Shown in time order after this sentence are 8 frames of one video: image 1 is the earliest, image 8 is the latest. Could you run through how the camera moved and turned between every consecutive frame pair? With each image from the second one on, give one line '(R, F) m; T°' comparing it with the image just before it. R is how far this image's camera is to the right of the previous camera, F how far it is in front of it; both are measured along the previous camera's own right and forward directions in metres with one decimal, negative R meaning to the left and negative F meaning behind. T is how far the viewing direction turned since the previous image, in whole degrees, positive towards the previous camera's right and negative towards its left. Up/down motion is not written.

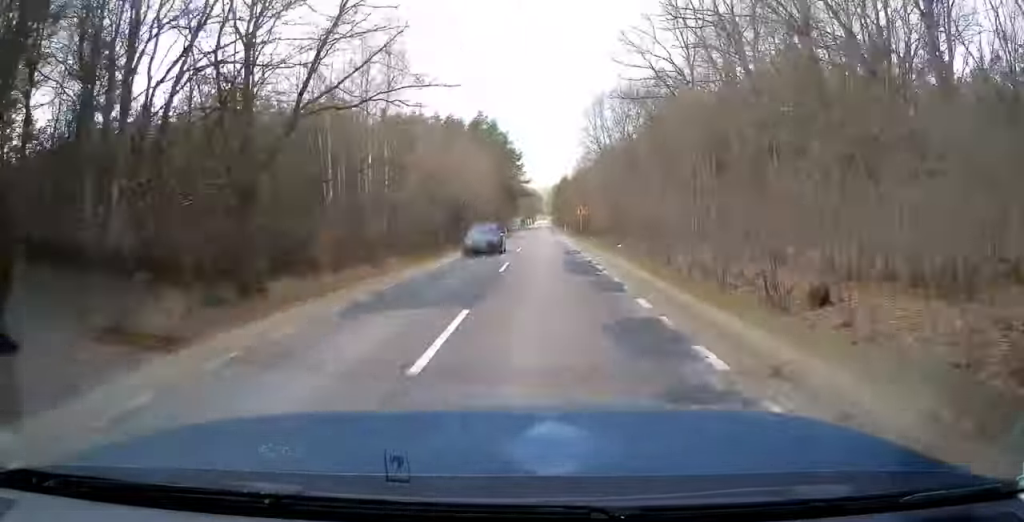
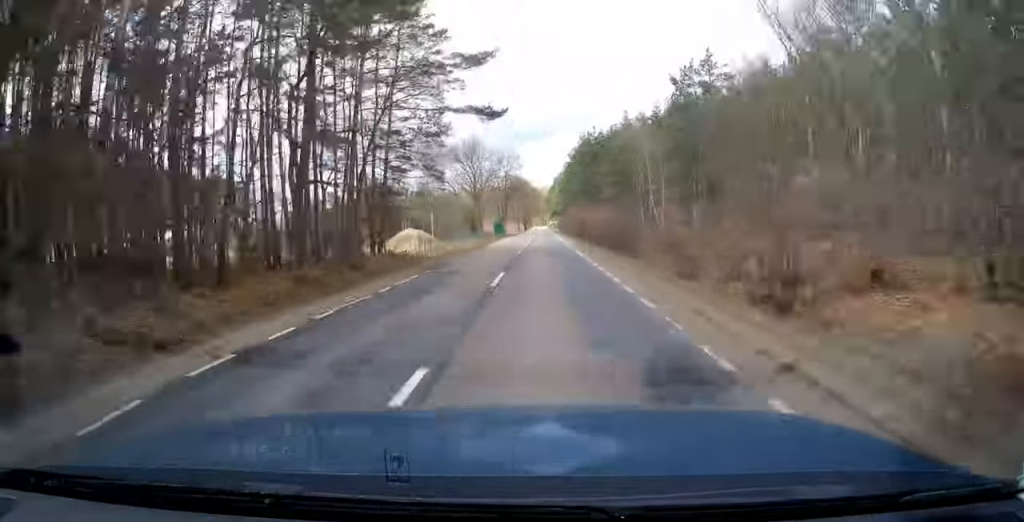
(-0.5, +110.2) m; -1°
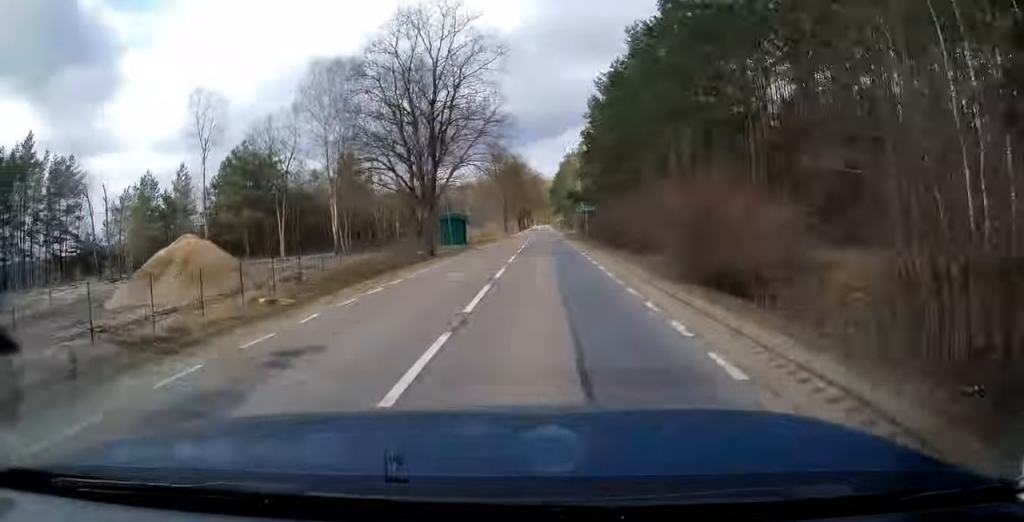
(-0.5, +57.4) m; 0°
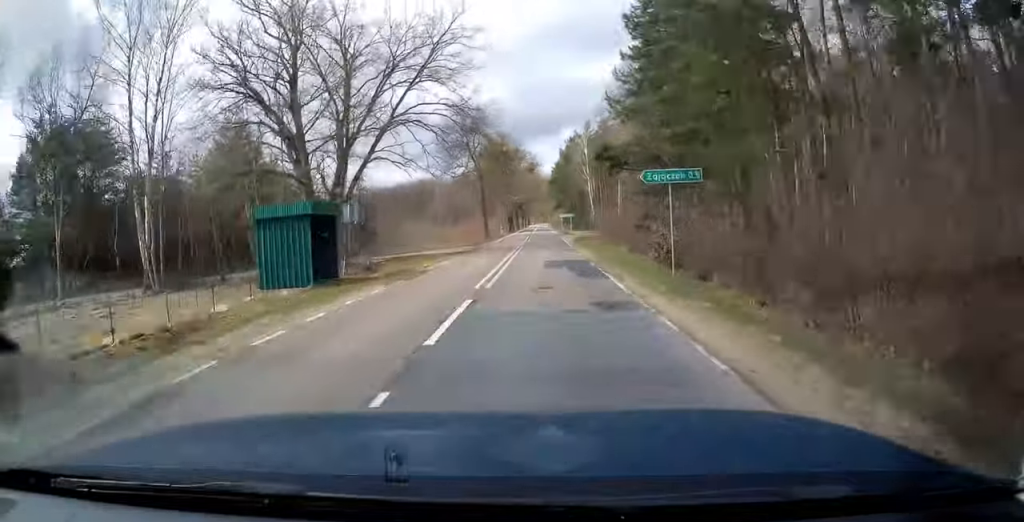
(+0.1, +32.3) m; 0°
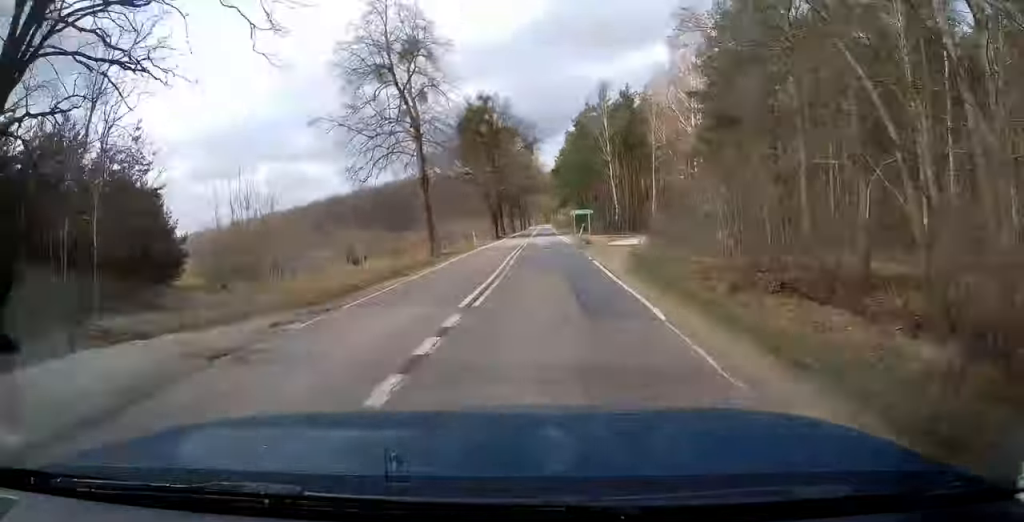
(0.0, +31.9) m; 0°
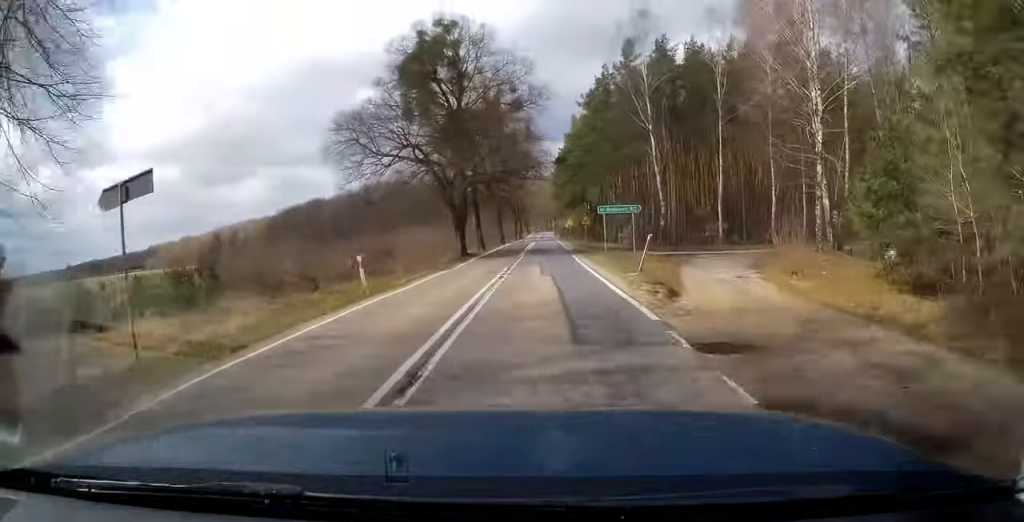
(0.0, +28.2) m; 0°
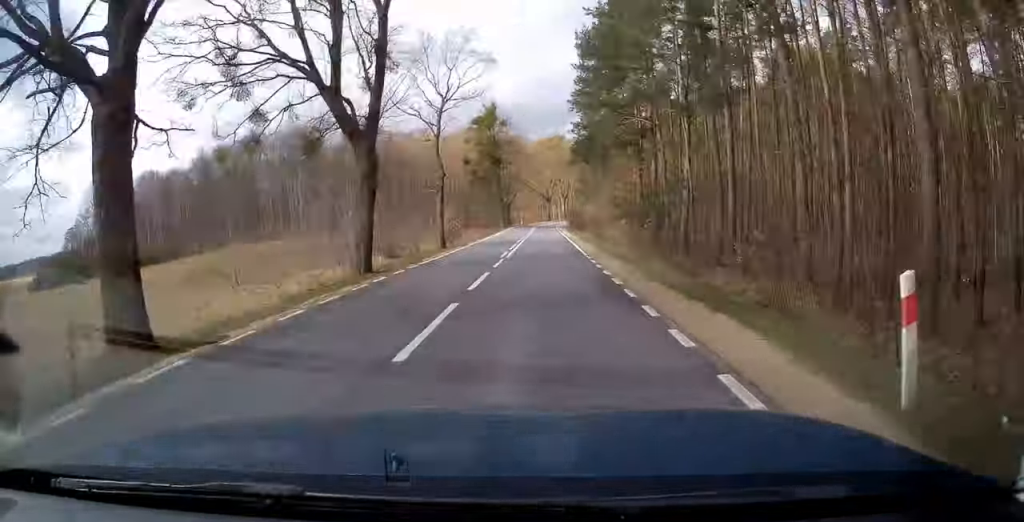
(-0.2, +112.0) m; +1°
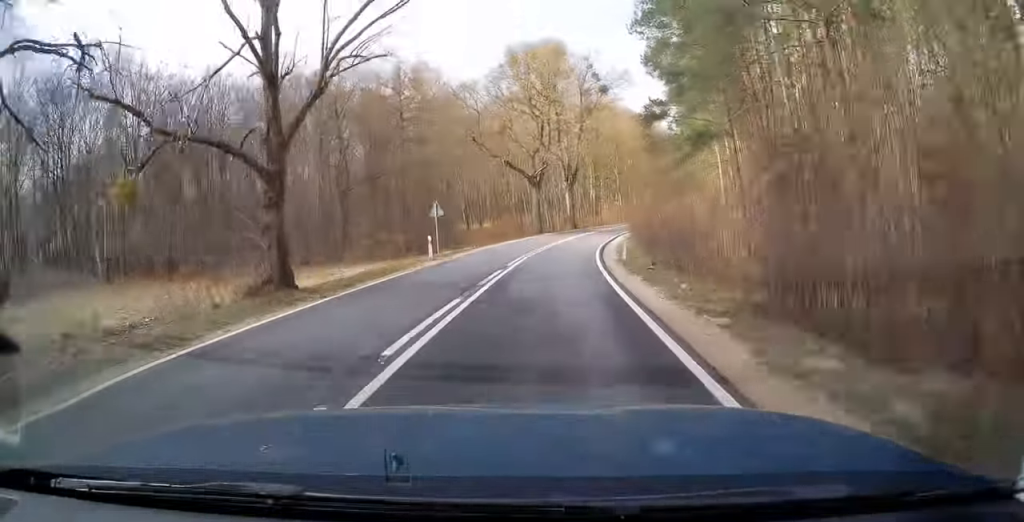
(+2.0, +79.4) m; +6°
